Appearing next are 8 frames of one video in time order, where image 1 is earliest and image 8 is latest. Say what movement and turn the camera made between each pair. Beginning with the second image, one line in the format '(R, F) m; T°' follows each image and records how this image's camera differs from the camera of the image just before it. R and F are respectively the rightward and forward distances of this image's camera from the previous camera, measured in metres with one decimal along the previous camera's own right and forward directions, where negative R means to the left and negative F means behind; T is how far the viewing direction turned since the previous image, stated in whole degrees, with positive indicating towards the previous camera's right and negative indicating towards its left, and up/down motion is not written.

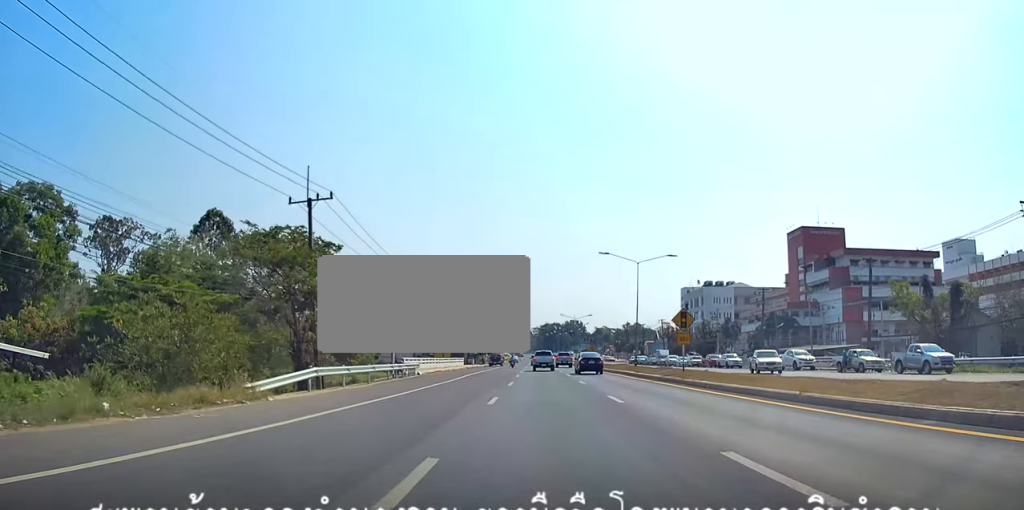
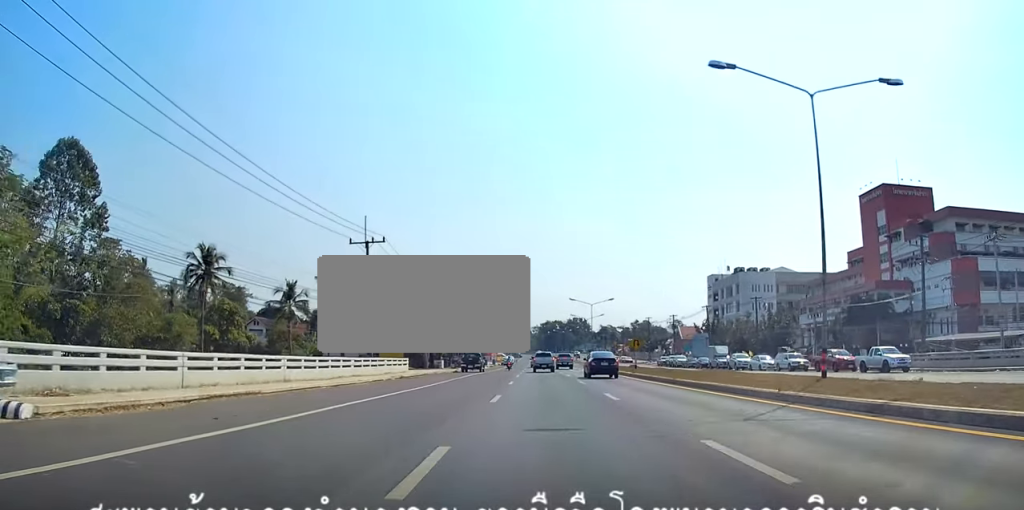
(-0.2, +35.1) m; 0°
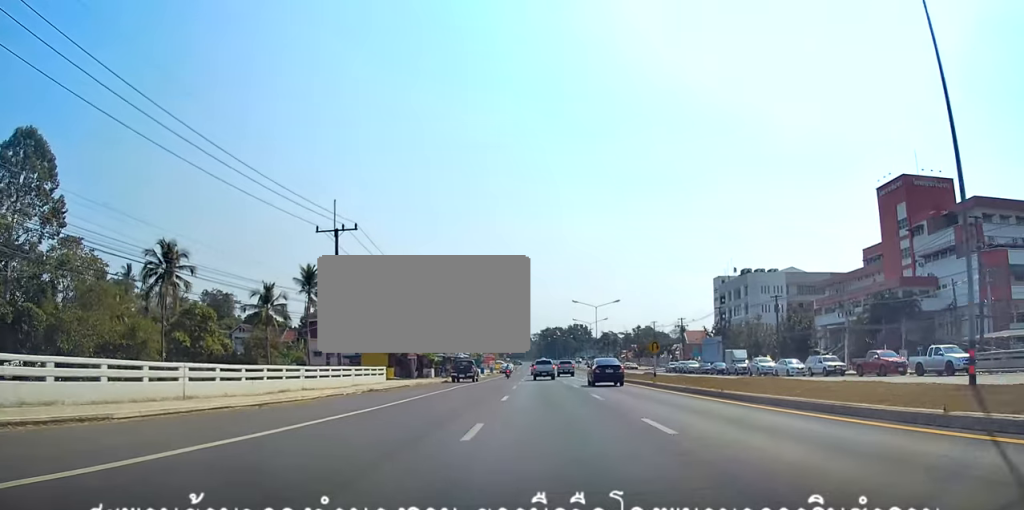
(0.0, +7.3) m; 0°
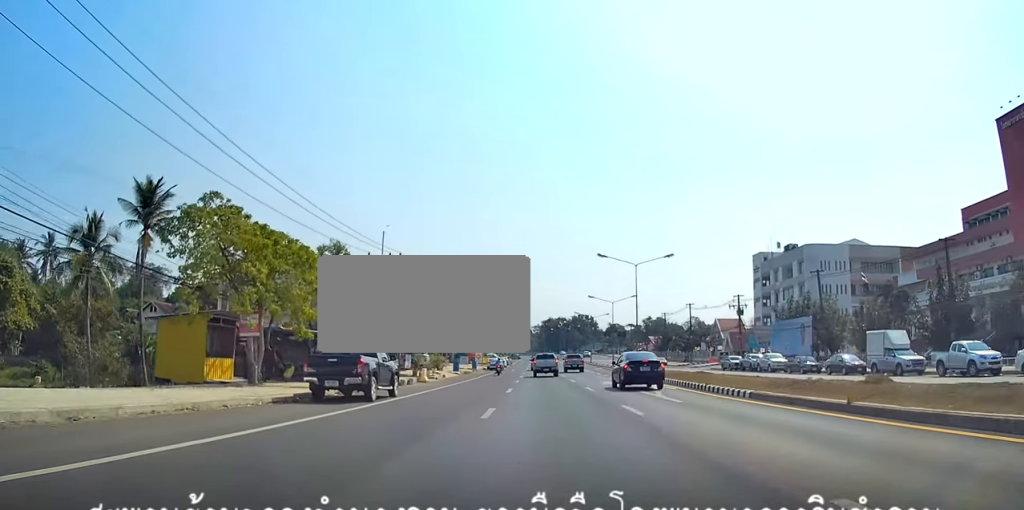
(+0.2, +32.1) m; 0°
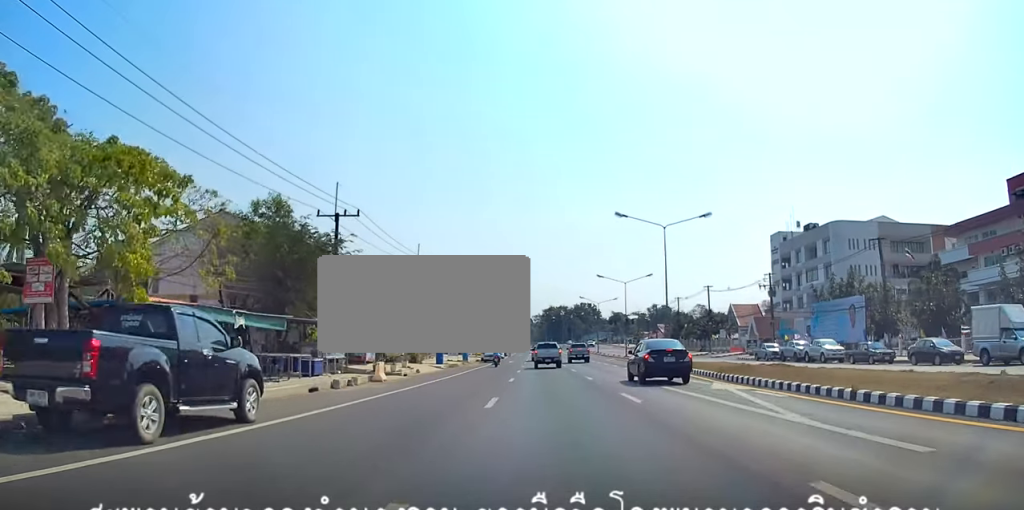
(-0.1, +11.7) m; 0°
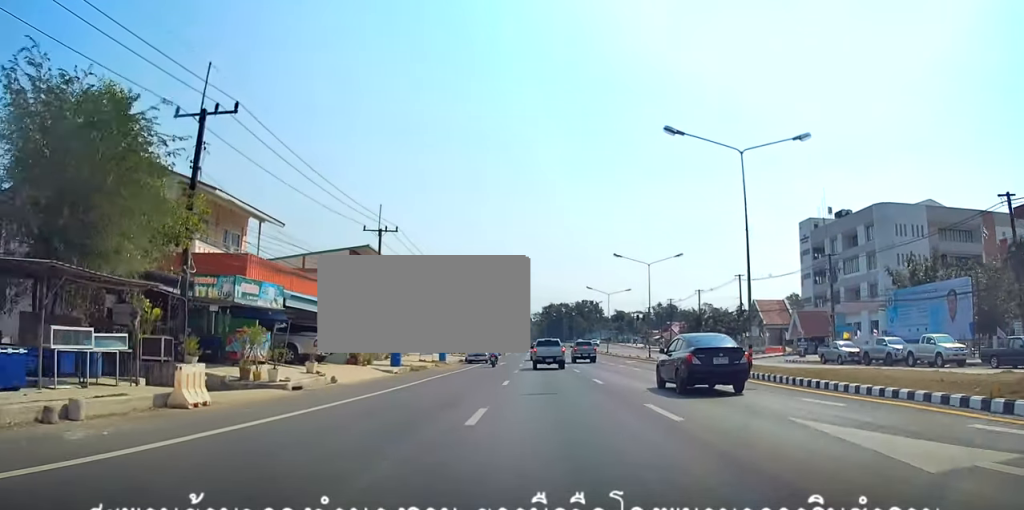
(+0.1, +16.0) m; +1°
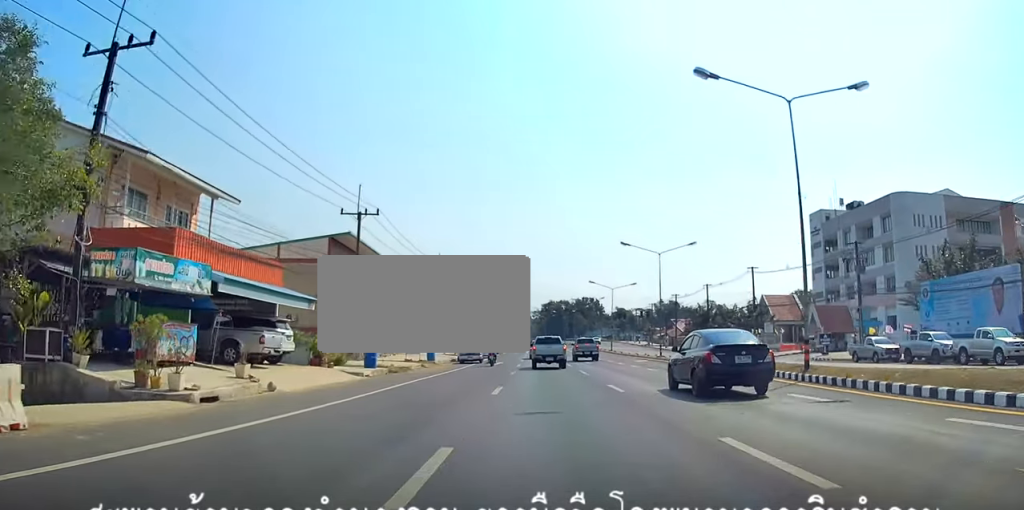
(0.0, +6.3) m; 0°
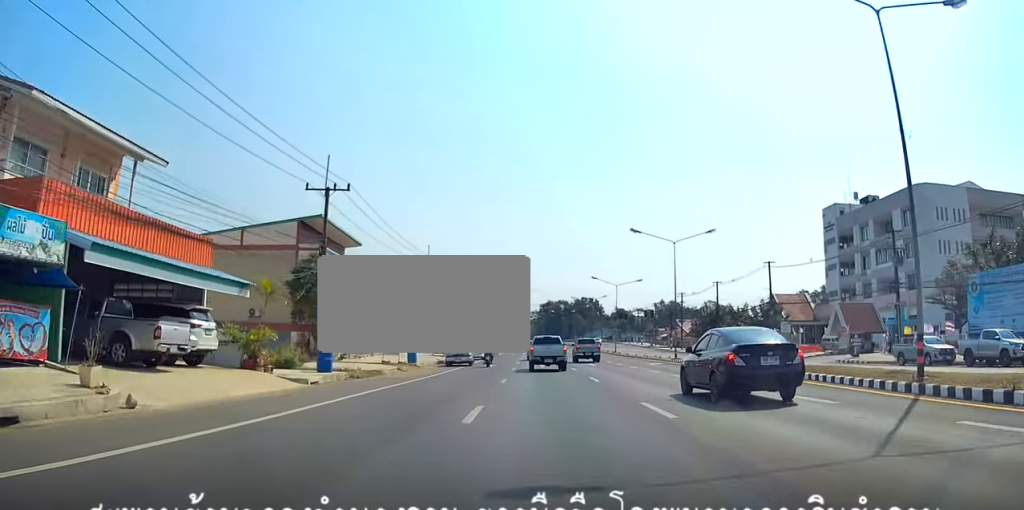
(+0.1, +6.7) m; 0°
